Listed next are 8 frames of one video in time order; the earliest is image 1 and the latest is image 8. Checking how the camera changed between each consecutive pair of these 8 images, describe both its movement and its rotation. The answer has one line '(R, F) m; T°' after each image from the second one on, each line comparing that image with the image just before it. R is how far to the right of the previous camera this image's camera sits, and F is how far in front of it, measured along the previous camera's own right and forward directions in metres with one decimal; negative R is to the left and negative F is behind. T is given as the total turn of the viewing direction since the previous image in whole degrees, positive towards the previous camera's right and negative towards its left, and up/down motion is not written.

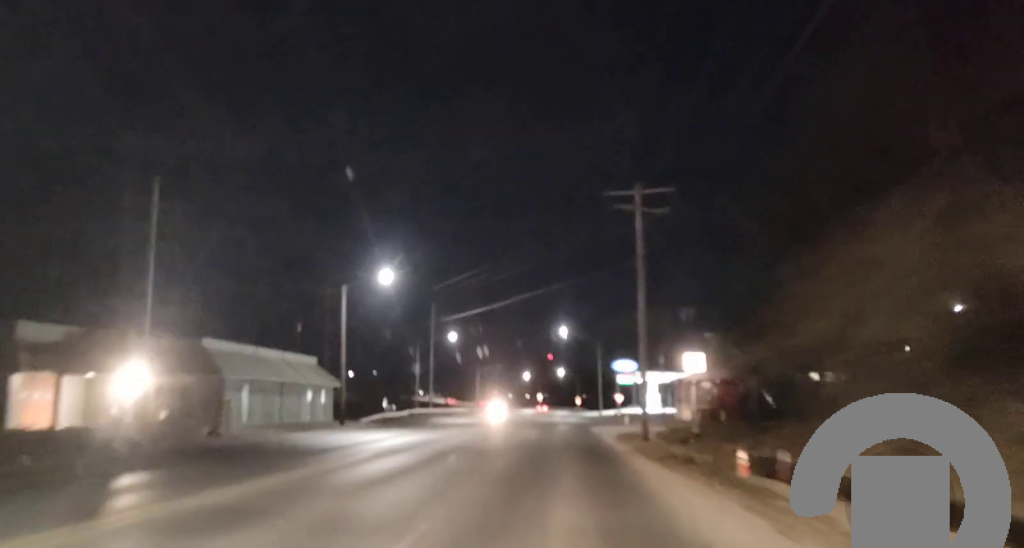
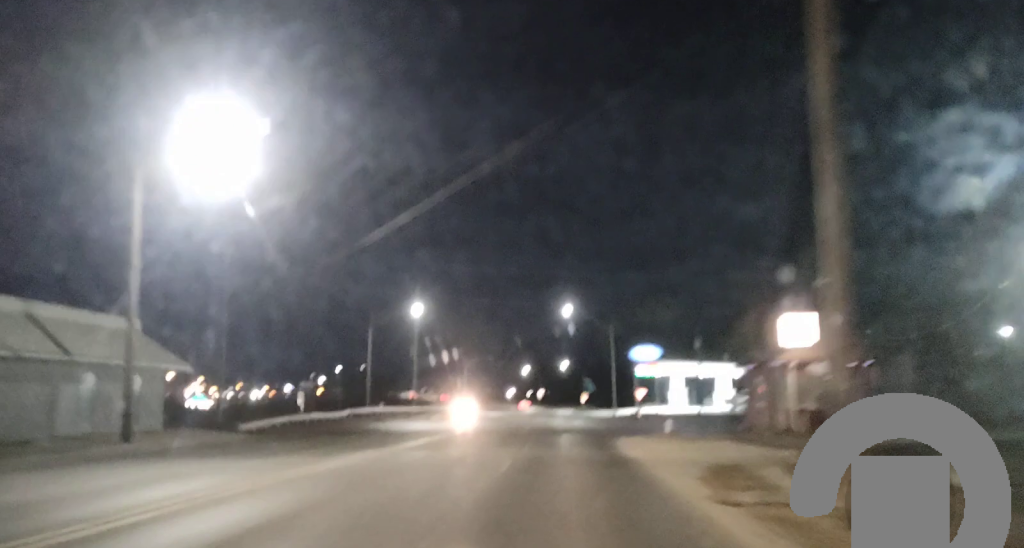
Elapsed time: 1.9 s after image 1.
(+0.6, +27.6) m; +2°
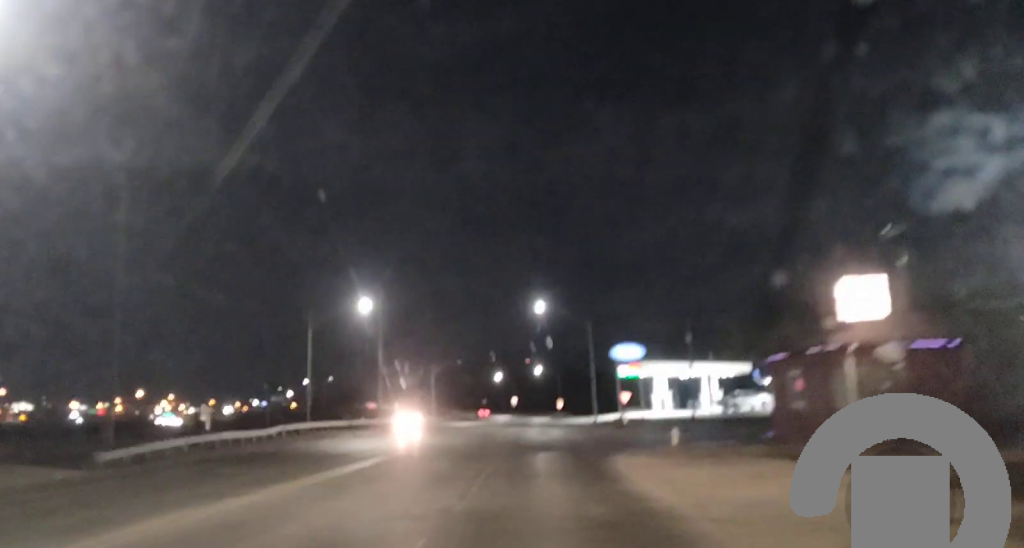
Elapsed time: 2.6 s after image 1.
(+0.1, +10.8) m; 0°
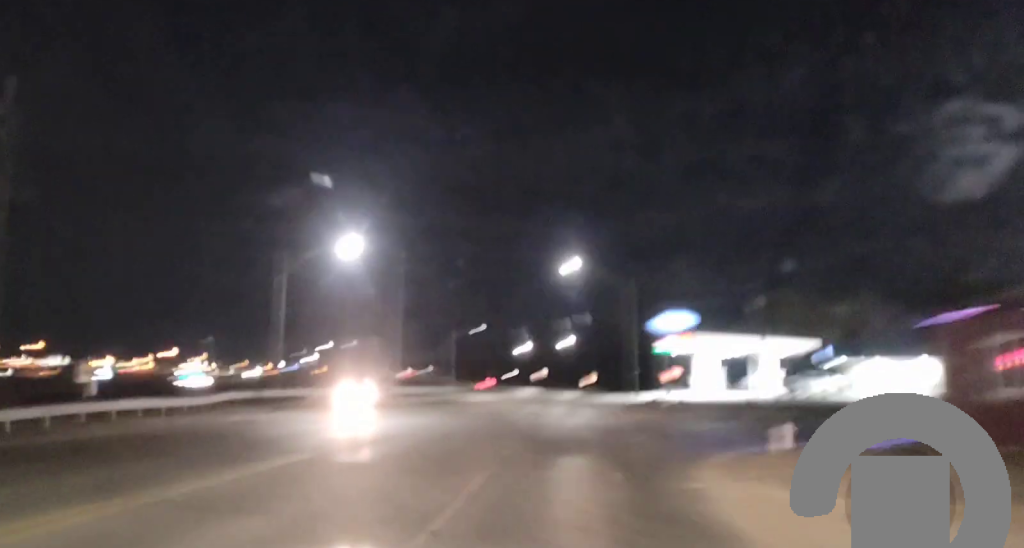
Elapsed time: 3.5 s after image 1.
(-0.1, +13.2) m; -1°
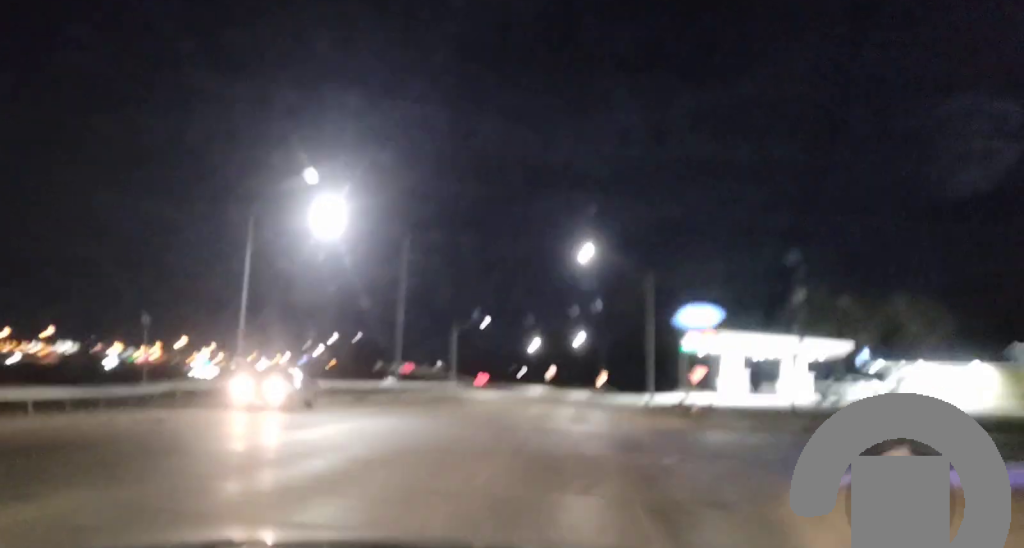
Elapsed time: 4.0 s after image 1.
(0.0, +7.3) m; -2°
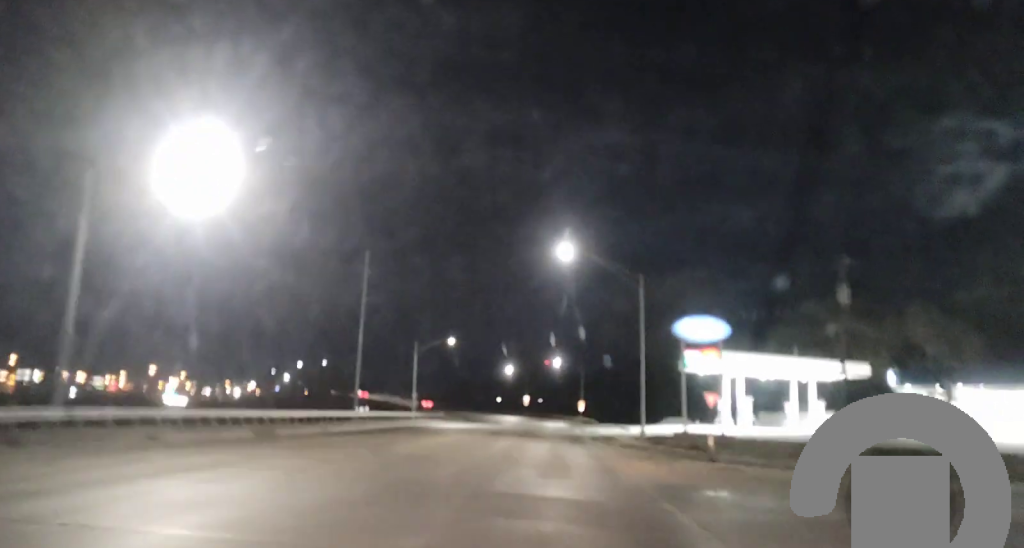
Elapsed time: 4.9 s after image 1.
(-0.5, +12.9) m; -2°
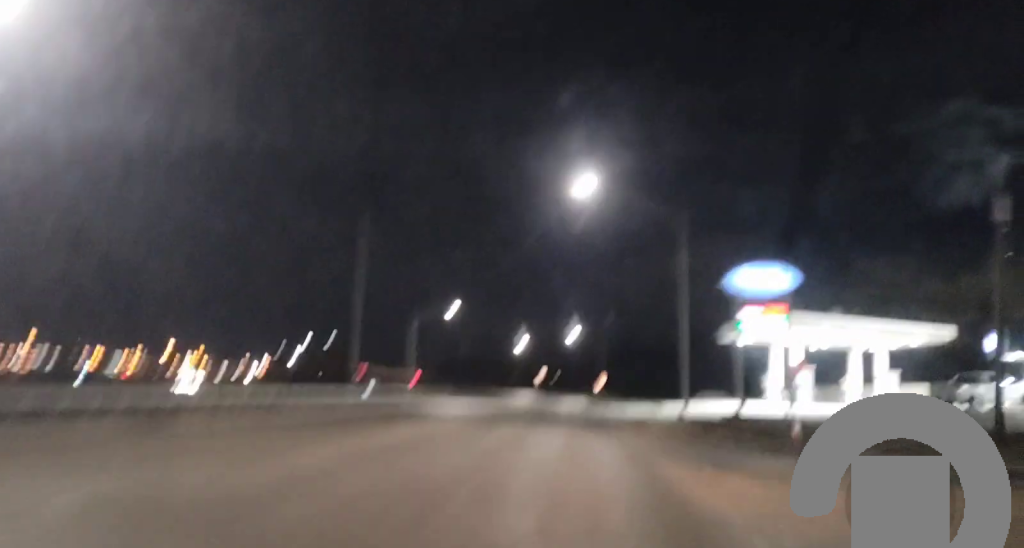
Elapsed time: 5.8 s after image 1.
(-0.2, +12.0) m; +1°
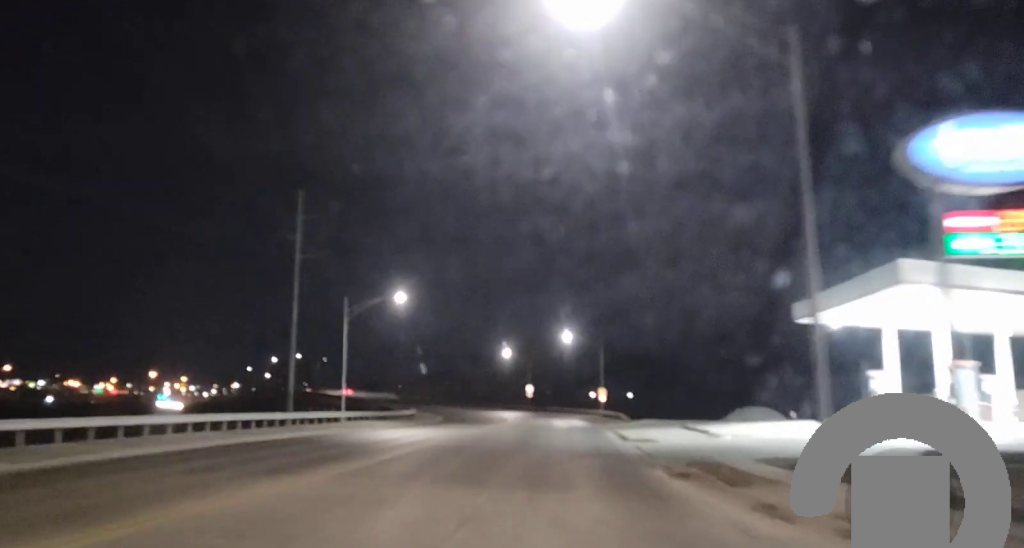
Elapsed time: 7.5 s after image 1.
(+1.3, +24.7) m; +3°
